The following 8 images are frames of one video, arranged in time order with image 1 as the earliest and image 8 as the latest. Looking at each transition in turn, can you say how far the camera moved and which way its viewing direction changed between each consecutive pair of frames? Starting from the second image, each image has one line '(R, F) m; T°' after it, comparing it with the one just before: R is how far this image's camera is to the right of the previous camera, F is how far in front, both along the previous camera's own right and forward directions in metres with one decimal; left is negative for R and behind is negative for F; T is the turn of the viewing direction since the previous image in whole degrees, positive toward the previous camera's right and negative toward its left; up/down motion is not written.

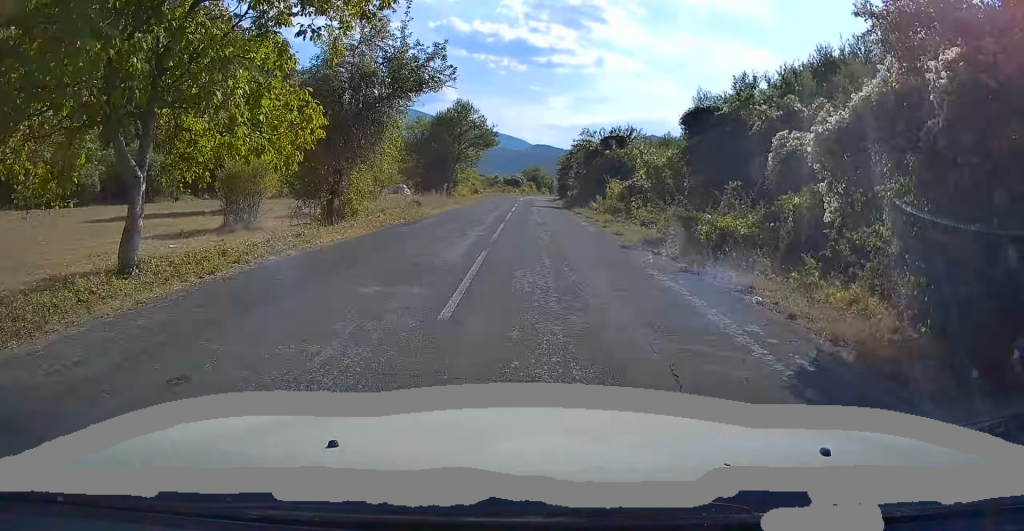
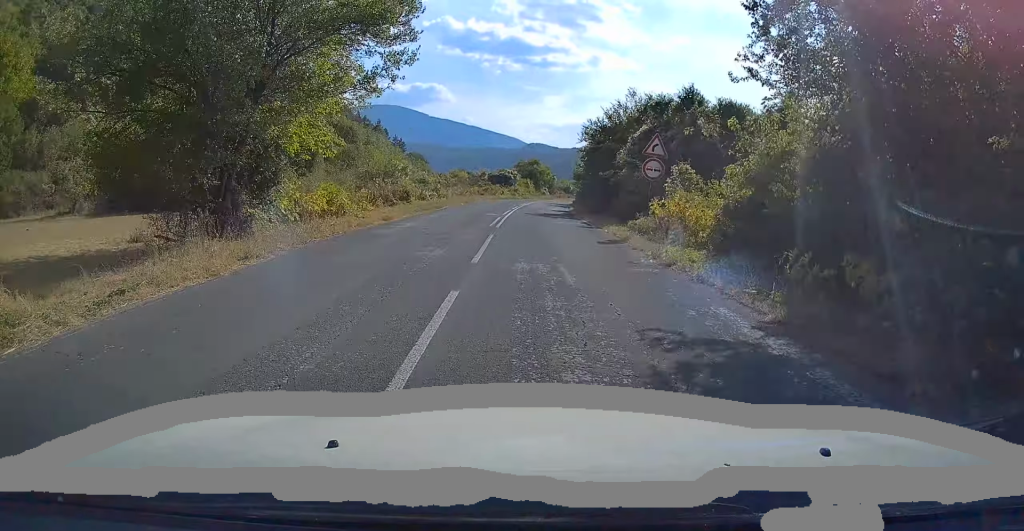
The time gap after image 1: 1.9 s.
(0.0, +40.3) m; +1°
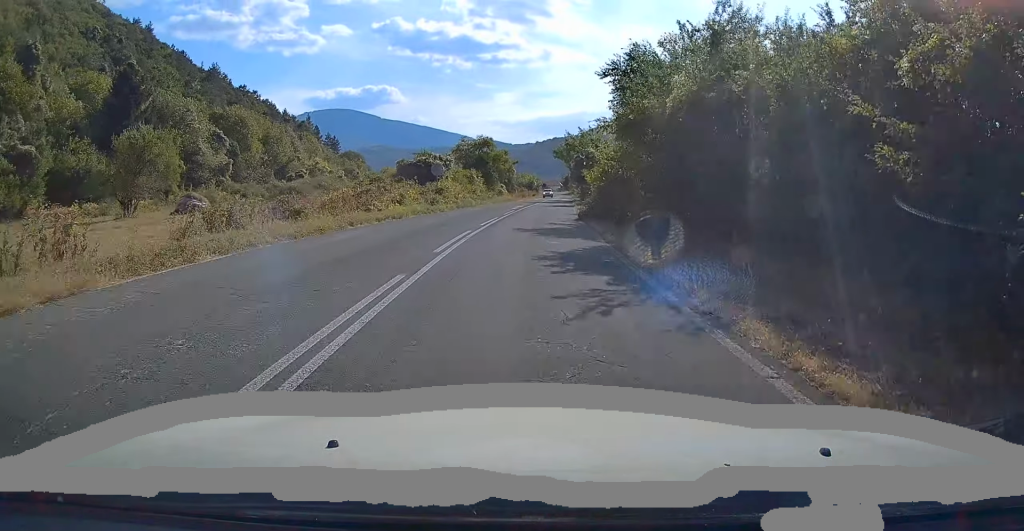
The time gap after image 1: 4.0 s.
(+1.8, +43.7) m; +4°
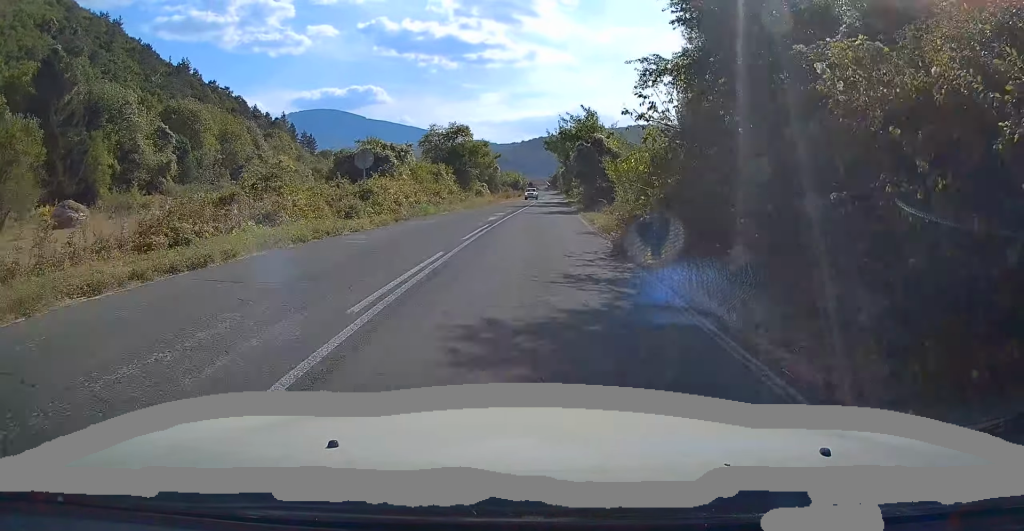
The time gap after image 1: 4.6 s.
(0.0, +14.2) m; +1°
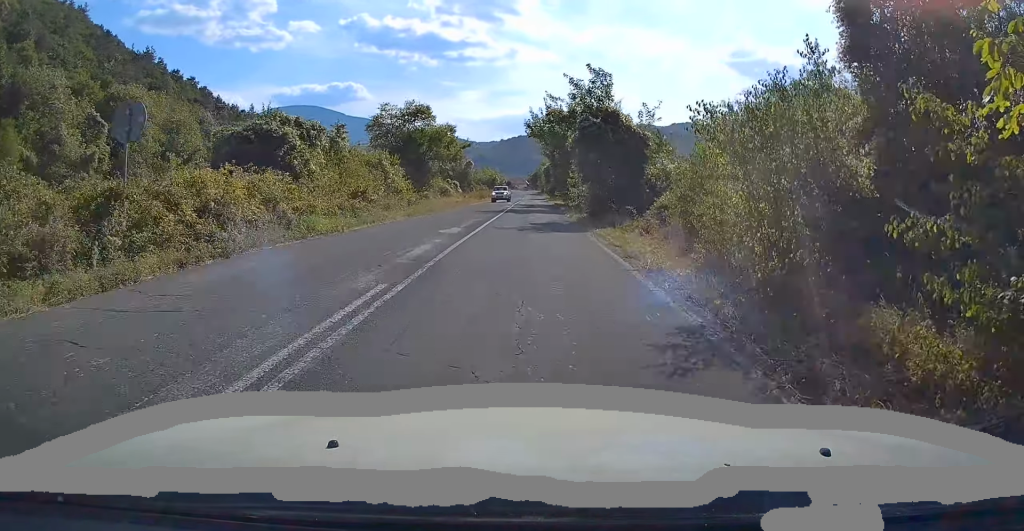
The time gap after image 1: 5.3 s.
(+0.2, +13.5) m; +1°
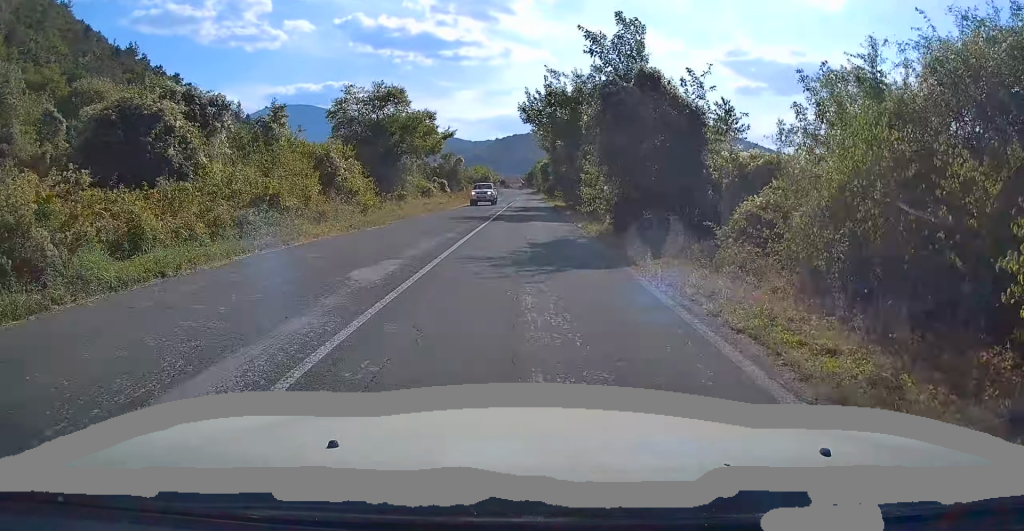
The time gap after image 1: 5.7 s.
(0.0, +8.5) m; +1°
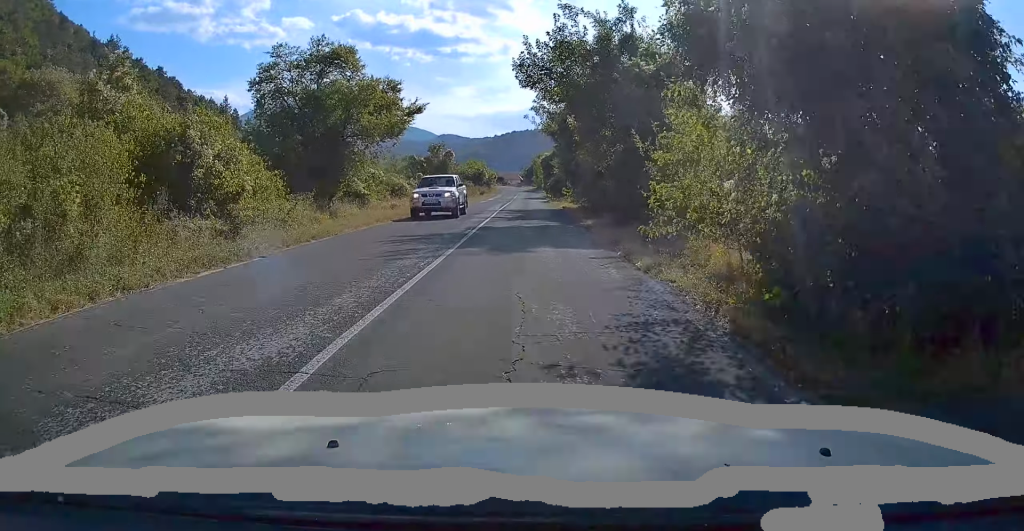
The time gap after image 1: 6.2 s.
(+0.2, +11.4) m; 0°
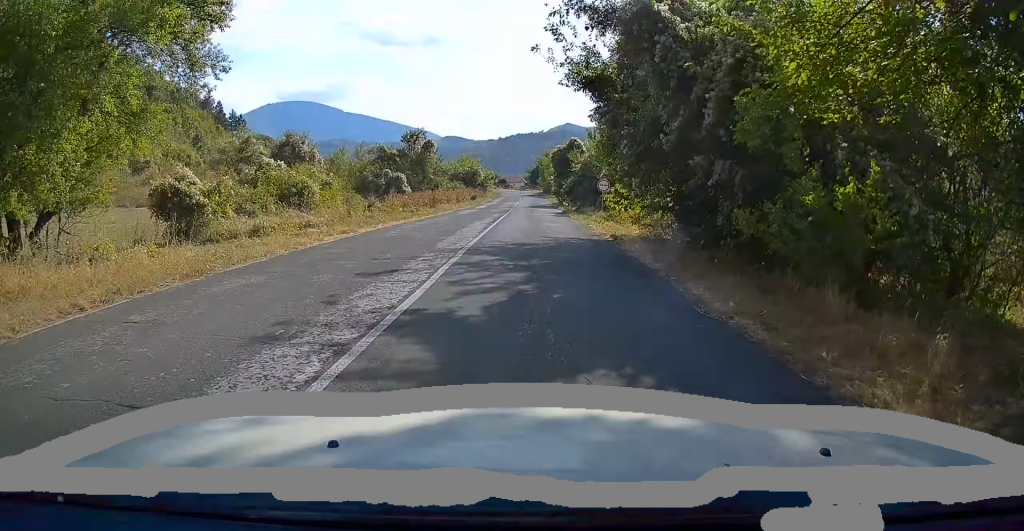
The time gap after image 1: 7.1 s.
(0.0, +19.3) m; 0°
